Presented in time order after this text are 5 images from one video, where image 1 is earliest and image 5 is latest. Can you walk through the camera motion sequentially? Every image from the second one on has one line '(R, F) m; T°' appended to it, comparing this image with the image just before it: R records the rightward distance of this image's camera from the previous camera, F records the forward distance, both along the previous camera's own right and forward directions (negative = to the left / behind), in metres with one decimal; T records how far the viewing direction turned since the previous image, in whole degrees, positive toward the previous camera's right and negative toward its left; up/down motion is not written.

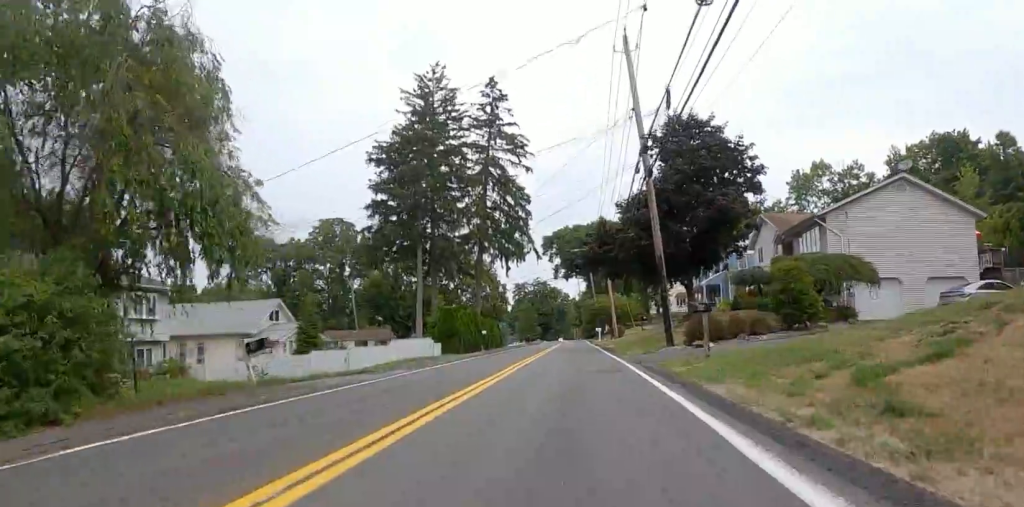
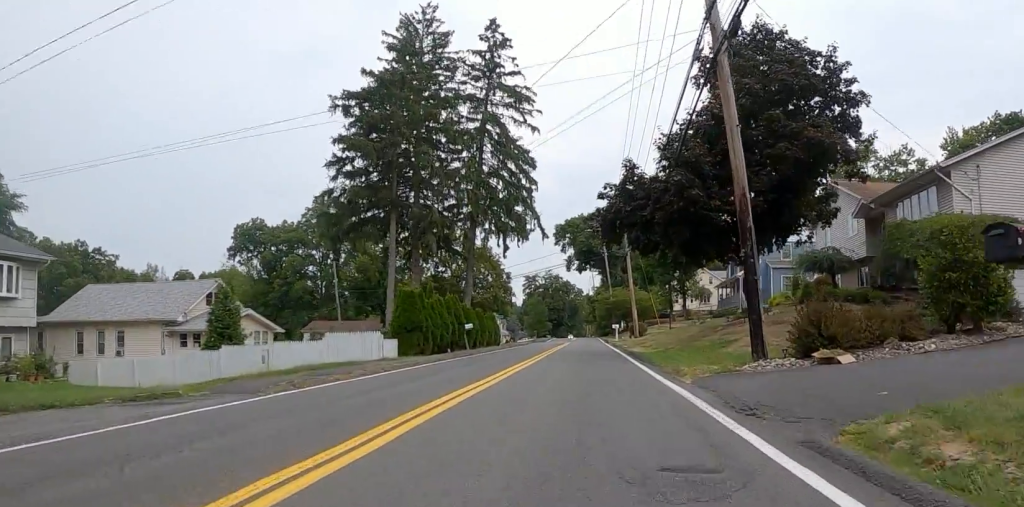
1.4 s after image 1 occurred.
(-0.3, +10.9) m; +9°
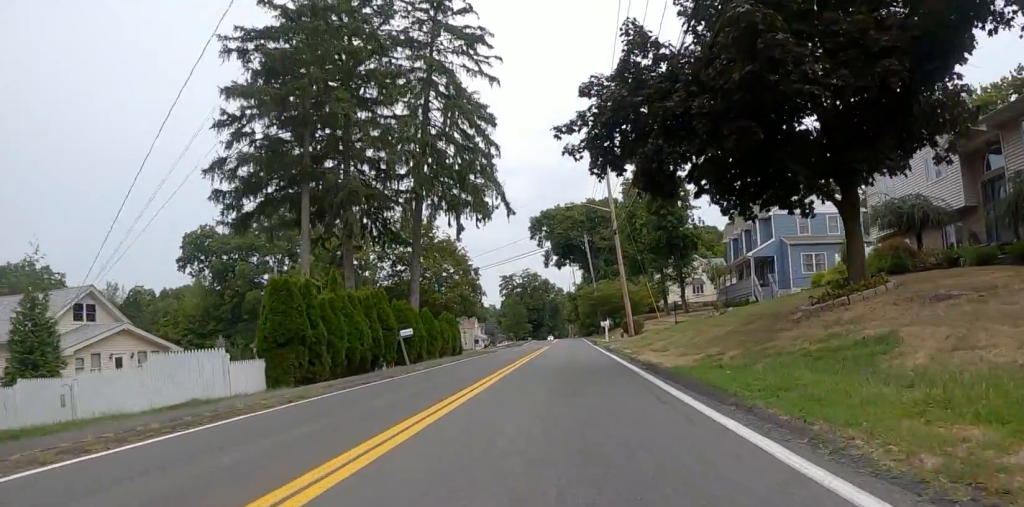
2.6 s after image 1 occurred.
(+2.2, +10.2) m; +19°
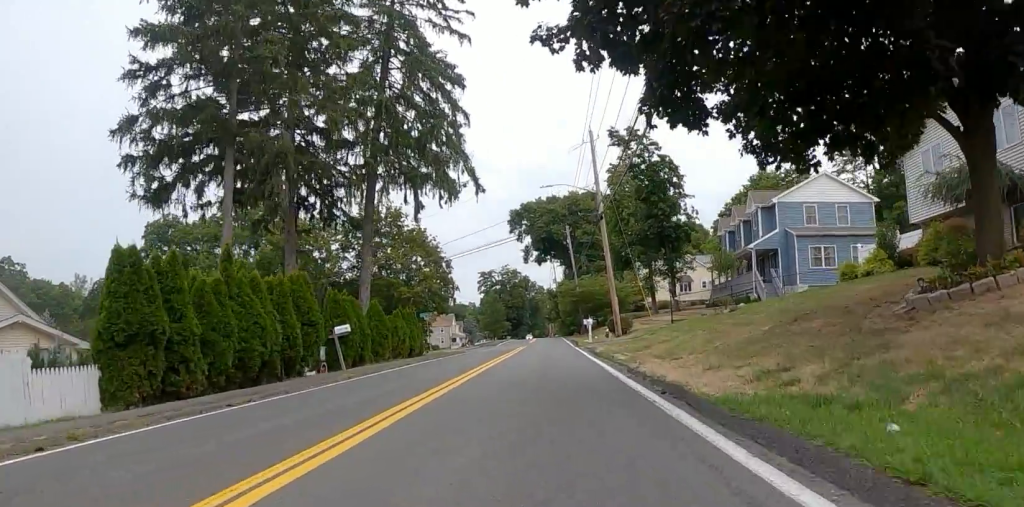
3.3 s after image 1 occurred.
(+0.4, +5.7) m; +4°
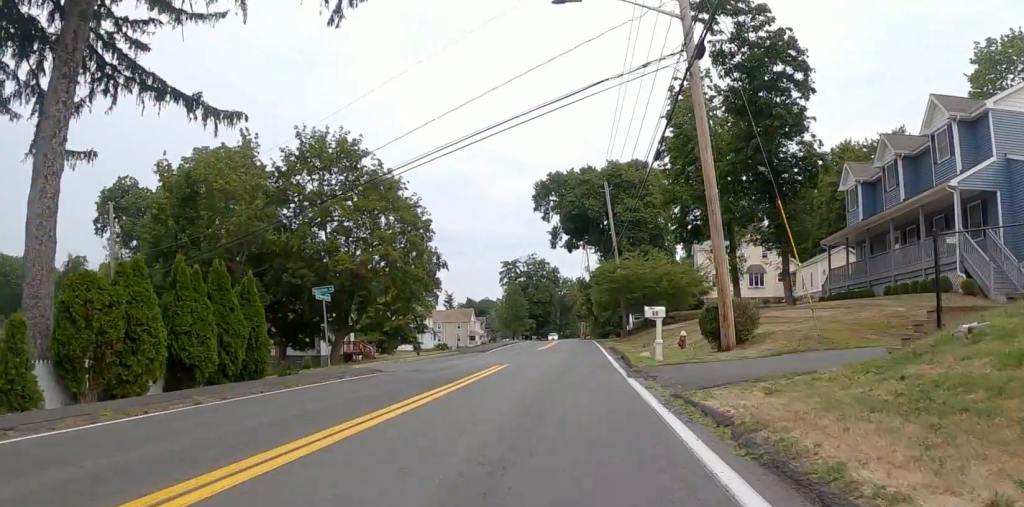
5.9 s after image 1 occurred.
(0.0, +22.1) m; -12°
